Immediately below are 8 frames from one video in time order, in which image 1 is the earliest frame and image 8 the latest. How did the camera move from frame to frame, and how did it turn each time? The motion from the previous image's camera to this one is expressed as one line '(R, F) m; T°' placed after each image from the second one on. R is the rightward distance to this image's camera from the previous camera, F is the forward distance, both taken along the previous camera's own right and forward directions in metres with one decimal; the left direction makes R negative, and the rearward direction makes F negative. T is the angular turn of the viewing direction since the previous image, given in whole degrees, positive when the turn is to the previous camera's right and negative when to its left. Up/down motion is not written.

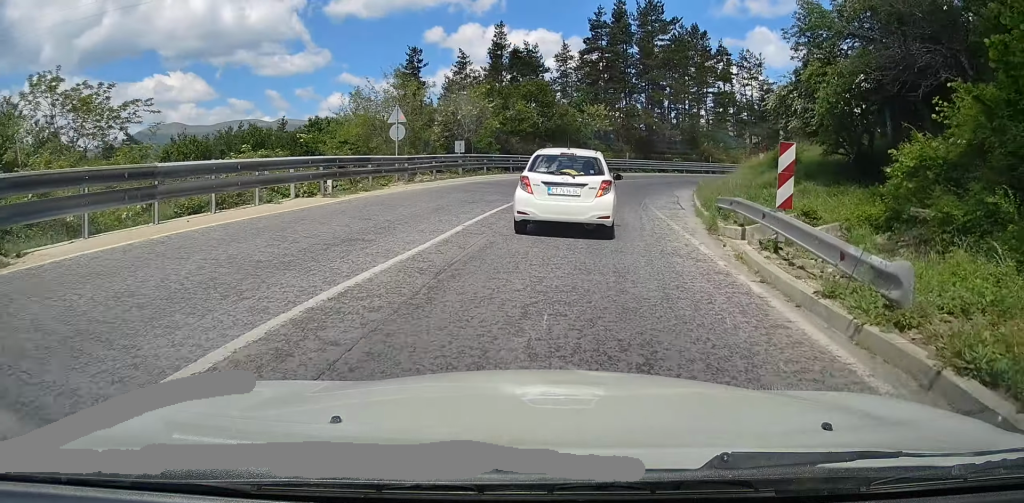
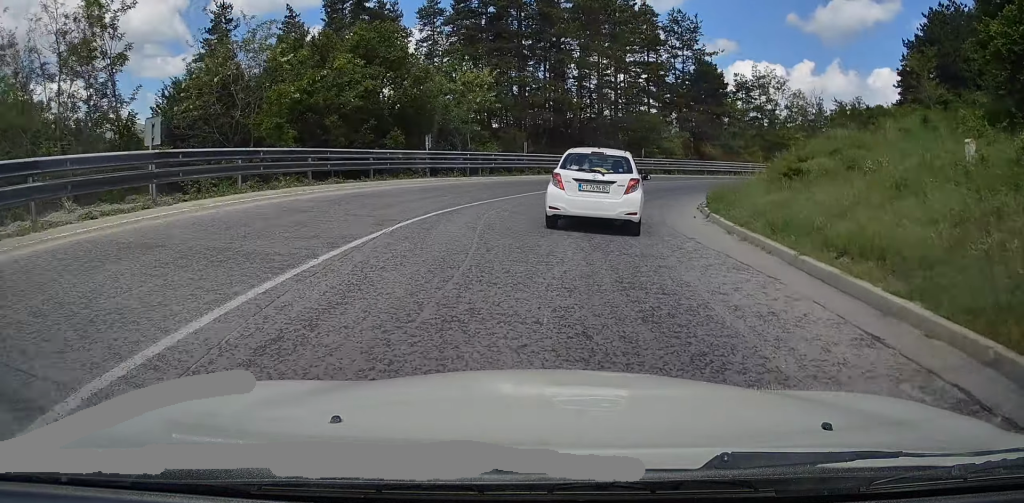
(+1.2, +21.1) m; +10°
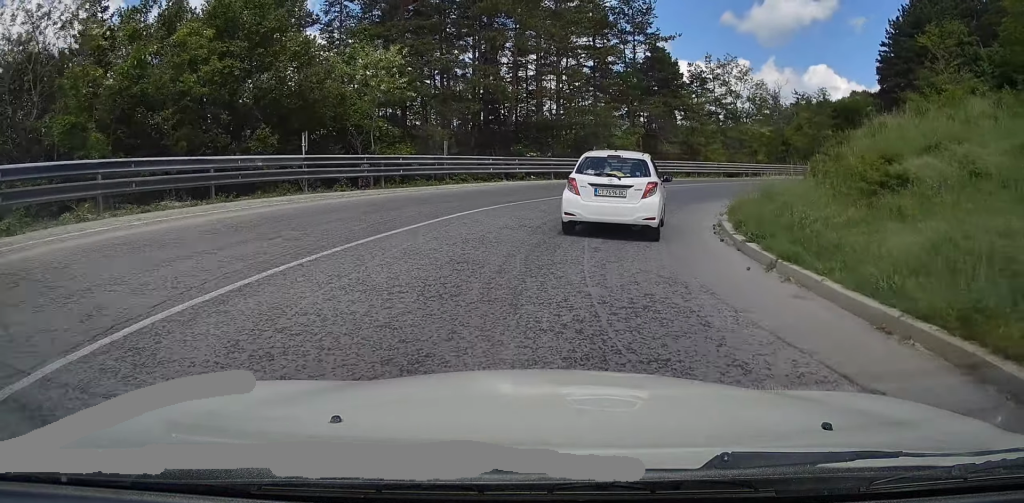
(+0.1, +8.0) m; +6°
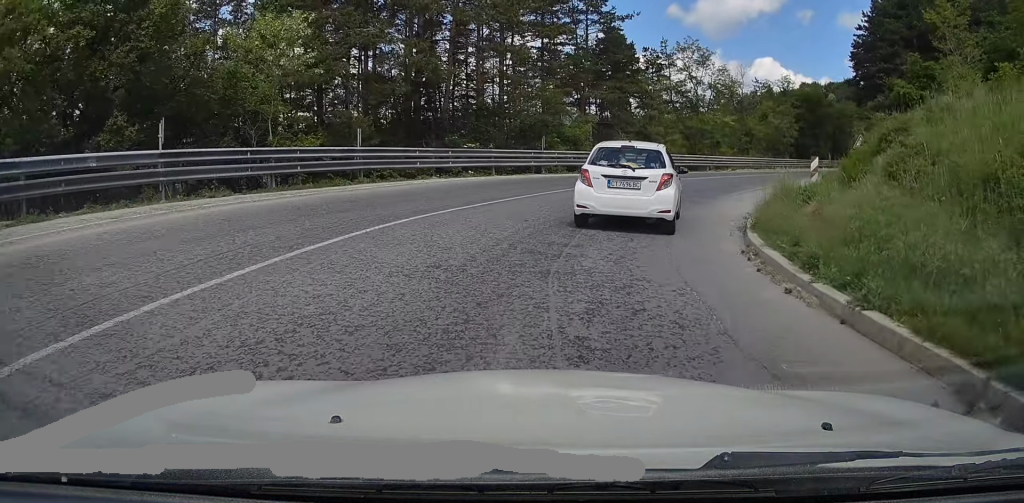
(+0.1, +5.1) m; +5°
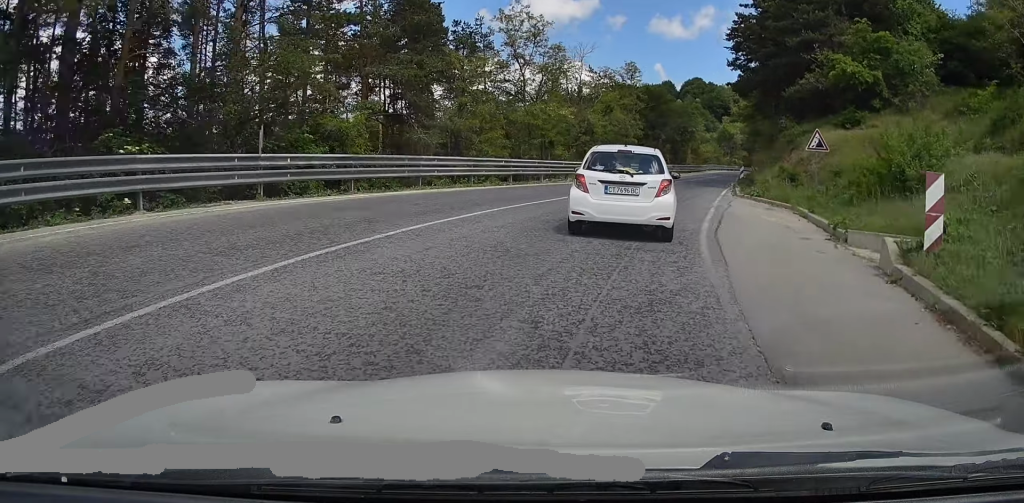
(+2.5, +13.7) m; +15°
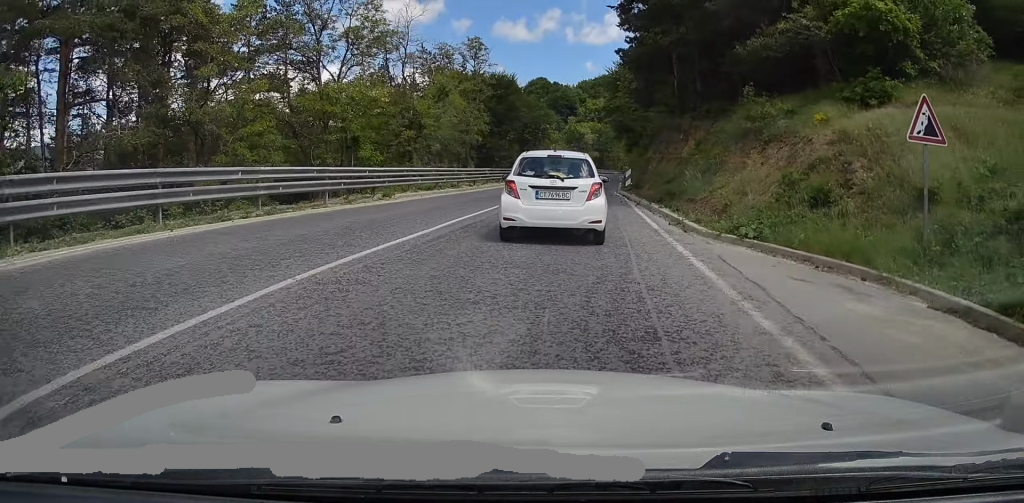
(+0.8, +13.4) m; +12°
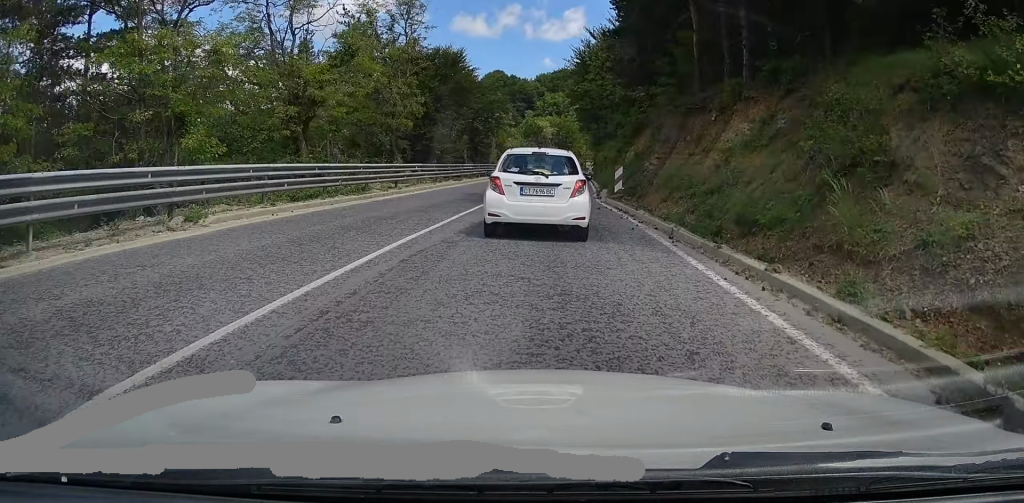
(+1.6, +11.7) m; +10°
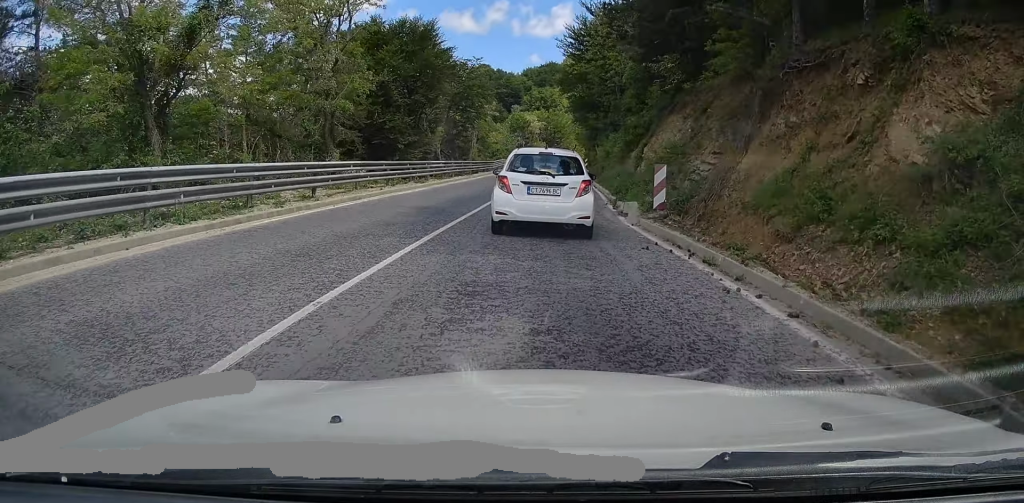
(+0.2, +9.6) m; 0°
